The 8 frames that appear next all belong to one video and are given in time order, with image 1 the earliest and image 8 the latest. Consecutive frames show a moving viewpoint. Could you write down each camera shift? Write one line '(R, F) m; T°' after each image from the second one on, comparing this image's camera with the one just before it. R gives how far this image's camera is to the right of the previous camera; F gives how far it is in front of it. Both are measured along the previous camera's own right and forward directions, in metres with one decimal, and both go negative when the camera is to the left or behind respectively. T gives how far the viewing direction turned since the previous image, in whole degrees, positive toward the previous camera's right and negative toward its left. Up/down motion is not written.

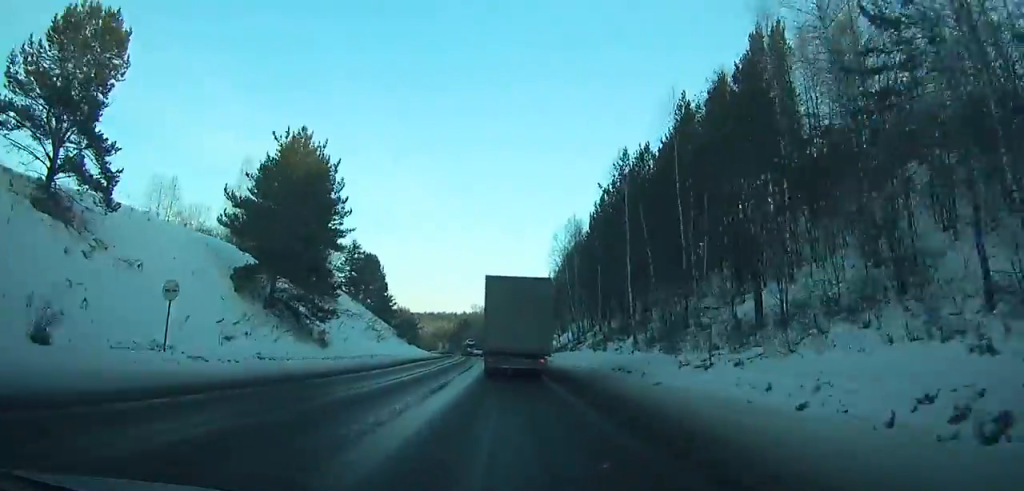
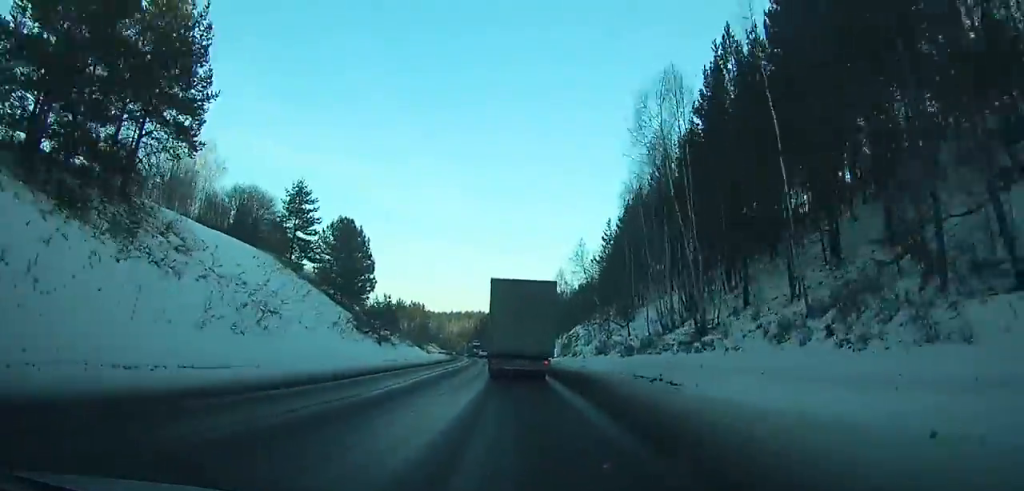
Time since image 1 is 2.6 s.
(-1.0, +37.6) m; -3°
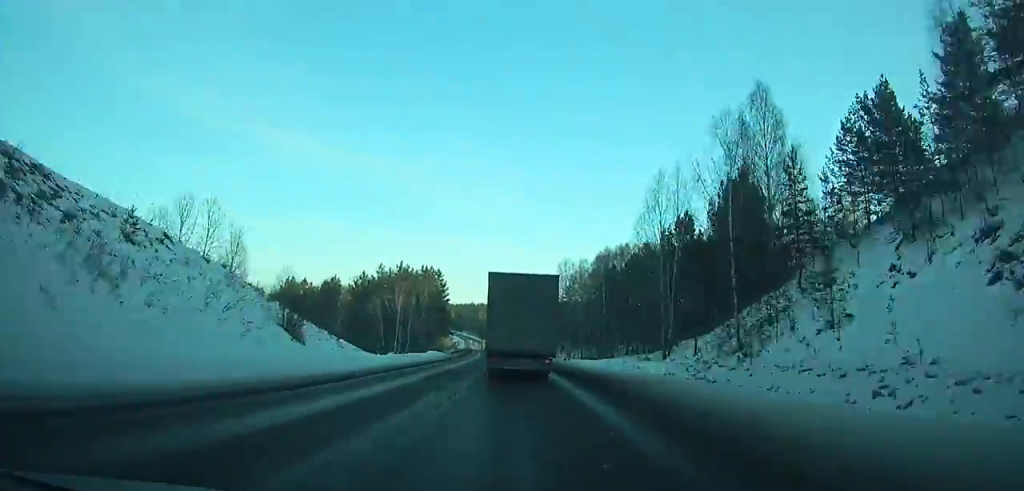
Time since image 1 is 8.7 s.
(-4.8, +92.6) m; -5°
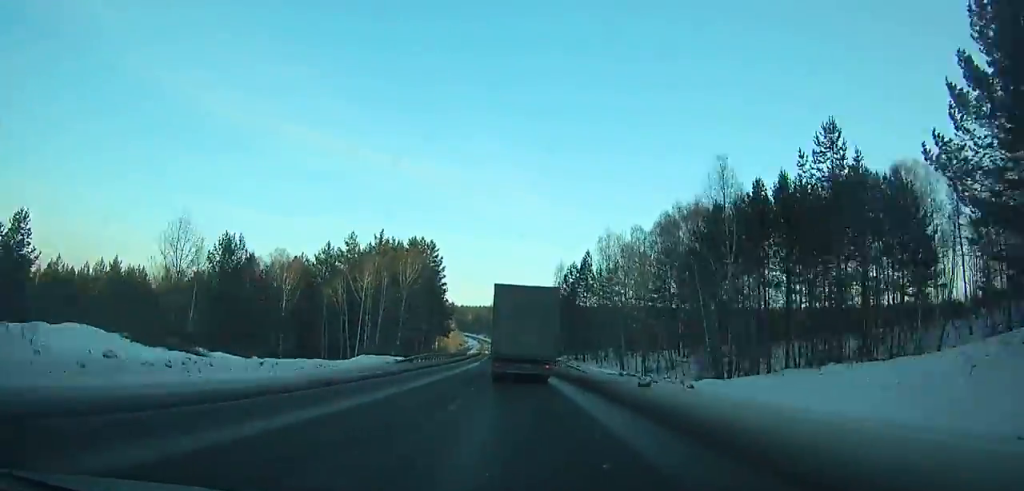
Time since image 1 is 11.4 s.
(-0.4, +42.4) m; -1°
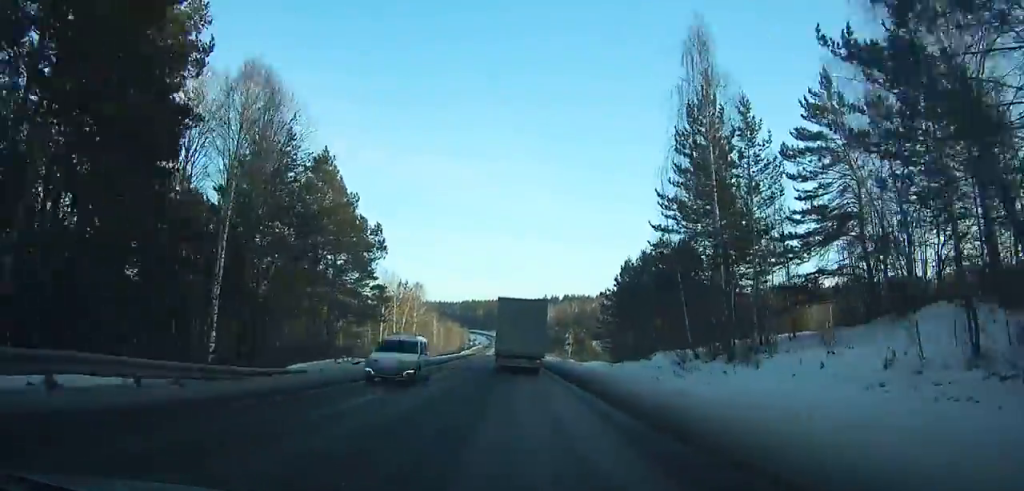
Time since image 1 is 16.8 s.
(-0.4, +88.1) m; -1°
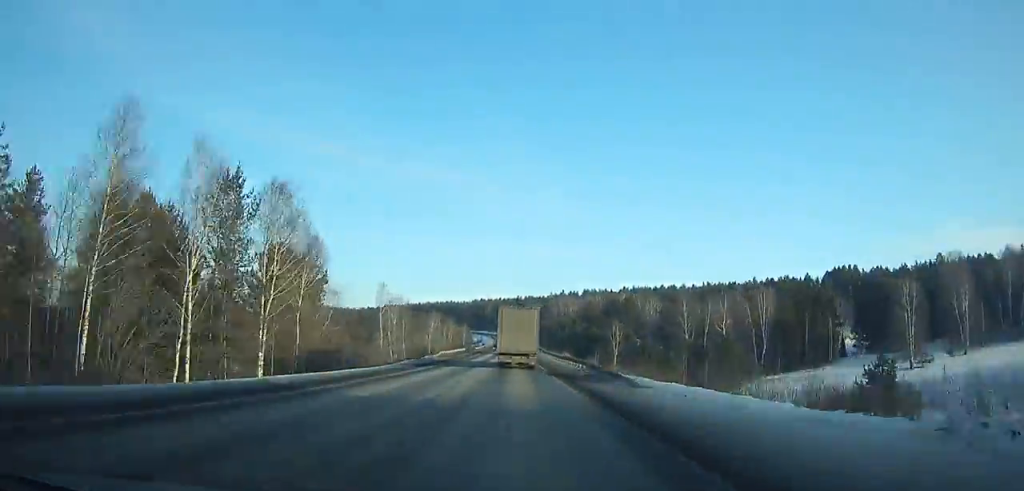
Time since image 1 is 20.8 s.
(-1.0, +69.4) m; -2°
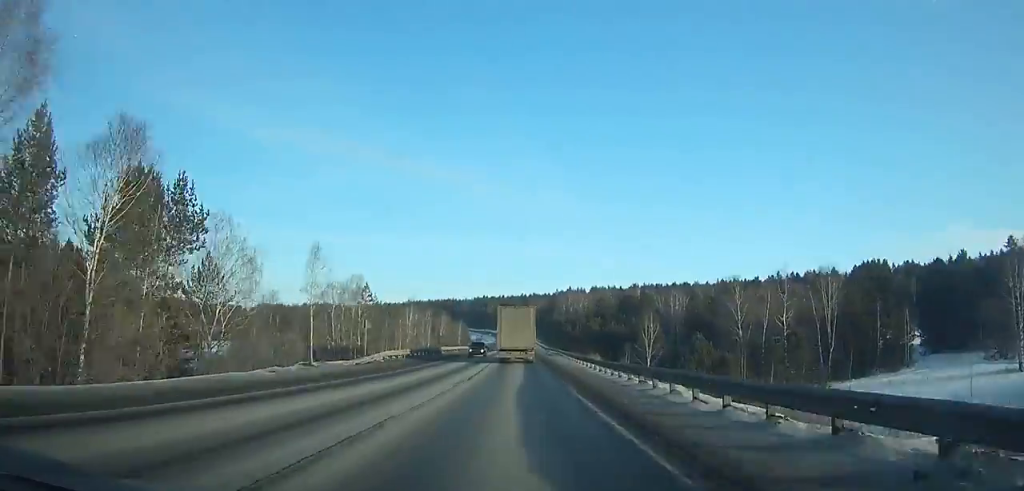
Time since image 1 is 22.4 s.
(-0.2, +28.6) m; -1°
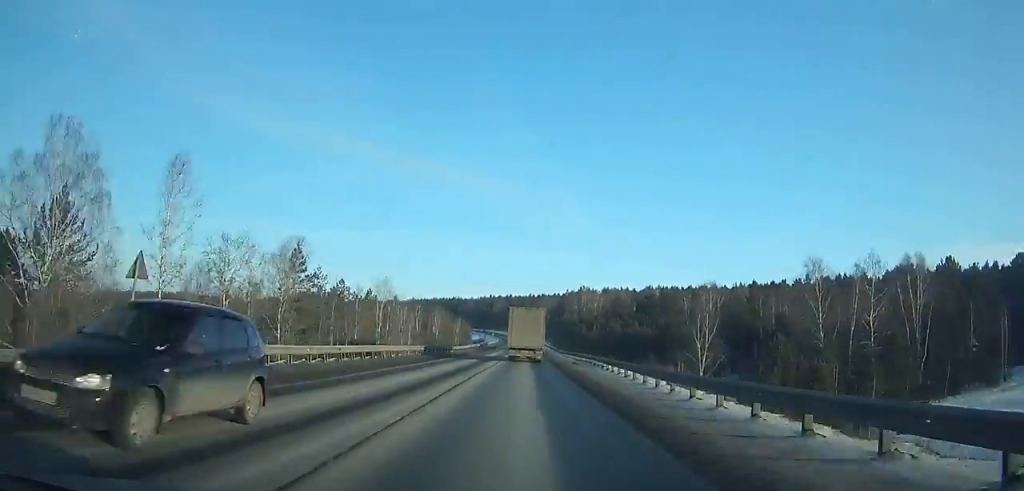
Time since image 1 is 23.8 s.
(-0.3, +25.5) m; 0°
